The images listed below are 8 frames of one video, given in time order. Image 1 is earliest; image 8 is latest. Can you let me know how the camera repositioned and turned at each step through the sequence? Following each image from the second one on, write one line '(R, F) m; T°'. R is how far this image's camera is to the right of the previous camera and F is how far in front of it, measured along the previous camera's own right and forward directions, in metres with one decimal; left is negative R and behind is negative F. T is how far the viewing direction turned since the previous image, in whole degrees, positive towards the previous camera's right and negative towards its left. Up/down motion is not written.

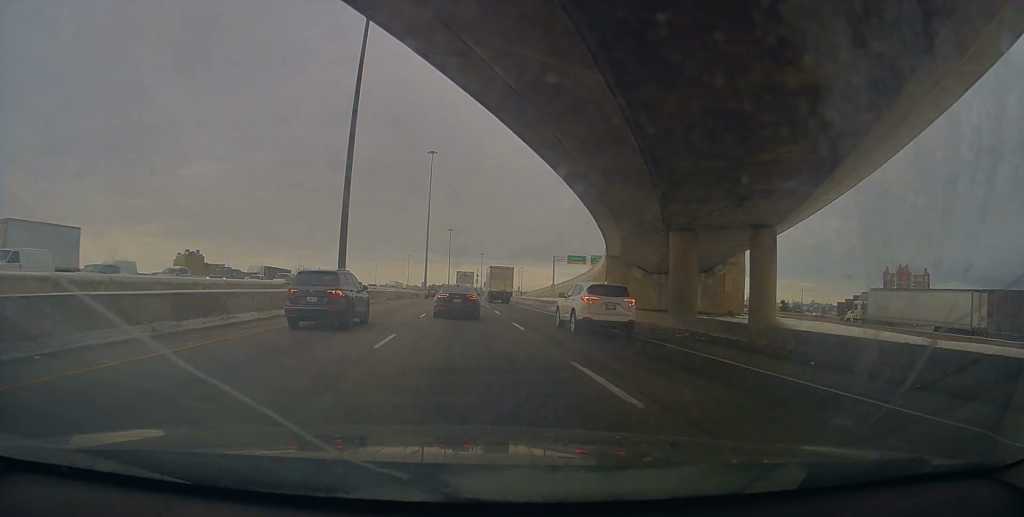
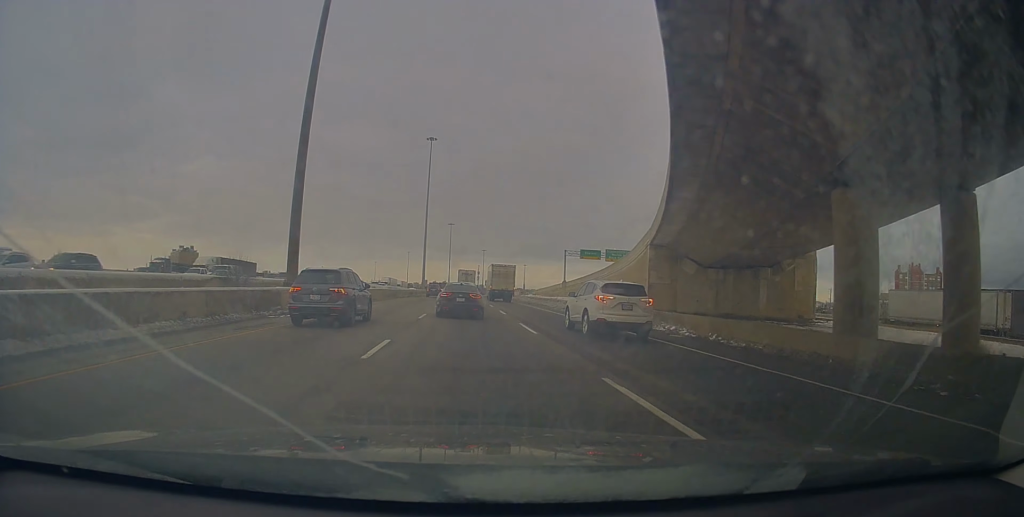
(-0.3, +13.5) m; -1°
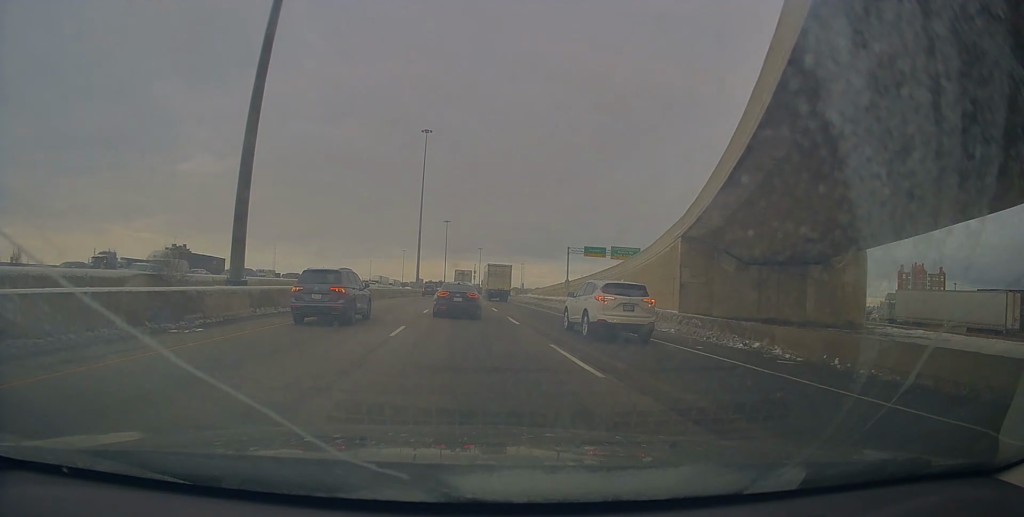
(-0.1, +7.9) m; +1°
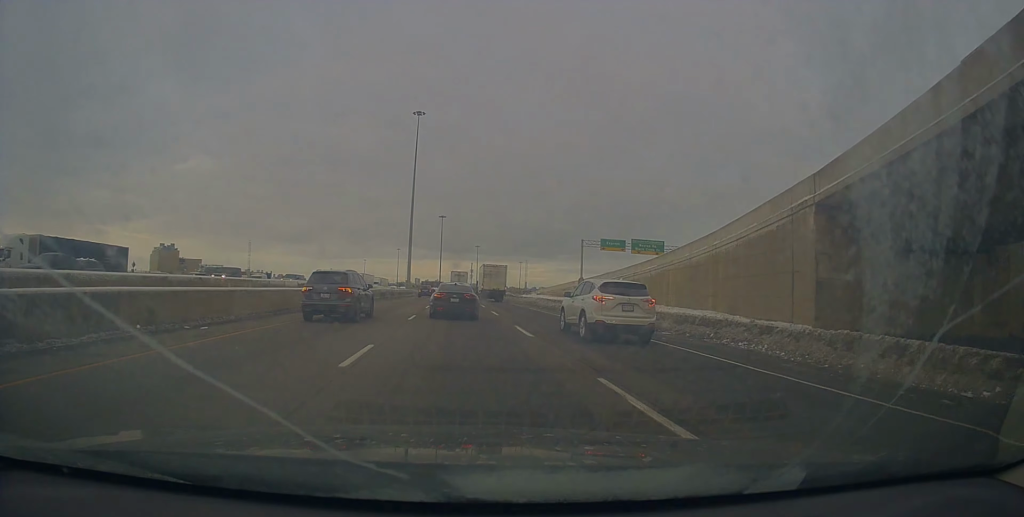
(+0.3, +17.3) m; +1°
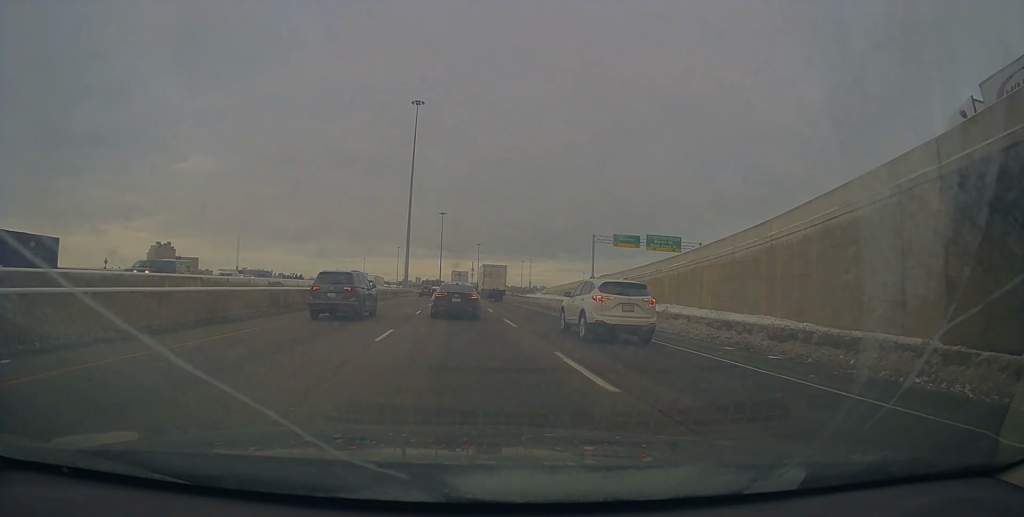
(0.0, +8.3) m; -1°
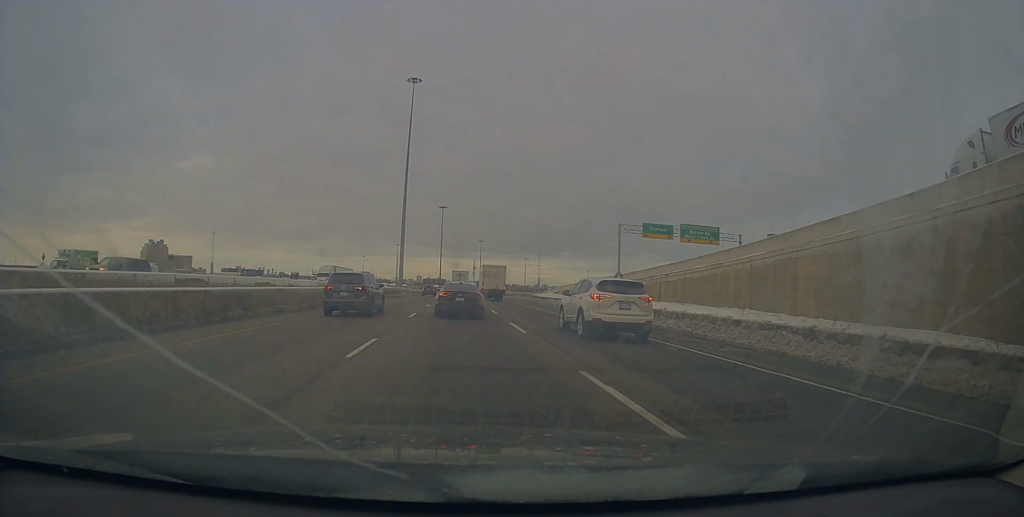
(-0.2, +15.2) m; -1°
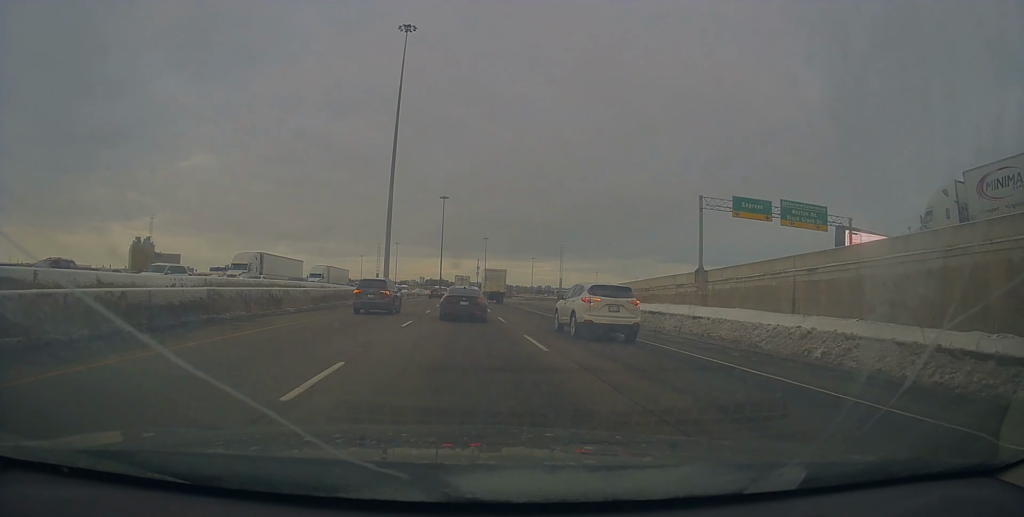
(+0.2, +27.5) m; +1°
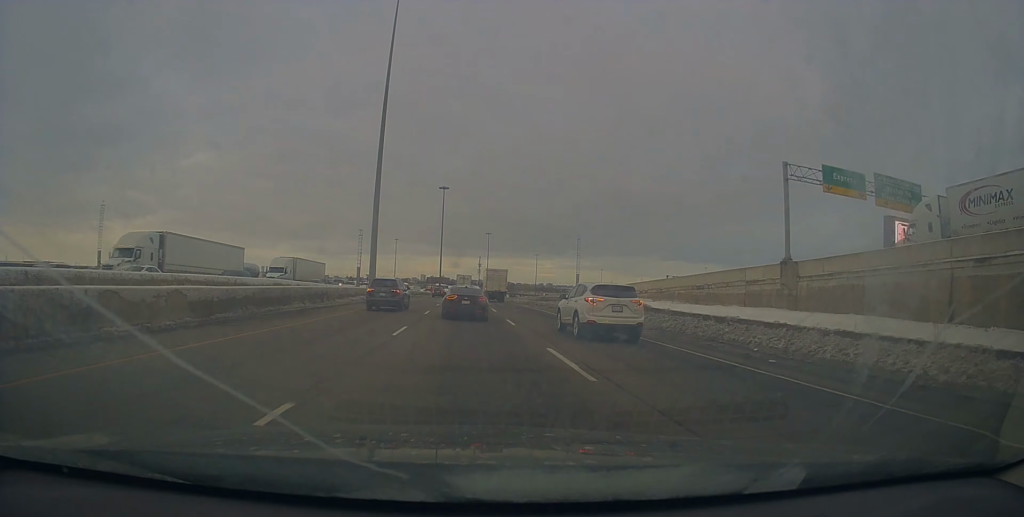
(0.0, +14.8) m; +1°
